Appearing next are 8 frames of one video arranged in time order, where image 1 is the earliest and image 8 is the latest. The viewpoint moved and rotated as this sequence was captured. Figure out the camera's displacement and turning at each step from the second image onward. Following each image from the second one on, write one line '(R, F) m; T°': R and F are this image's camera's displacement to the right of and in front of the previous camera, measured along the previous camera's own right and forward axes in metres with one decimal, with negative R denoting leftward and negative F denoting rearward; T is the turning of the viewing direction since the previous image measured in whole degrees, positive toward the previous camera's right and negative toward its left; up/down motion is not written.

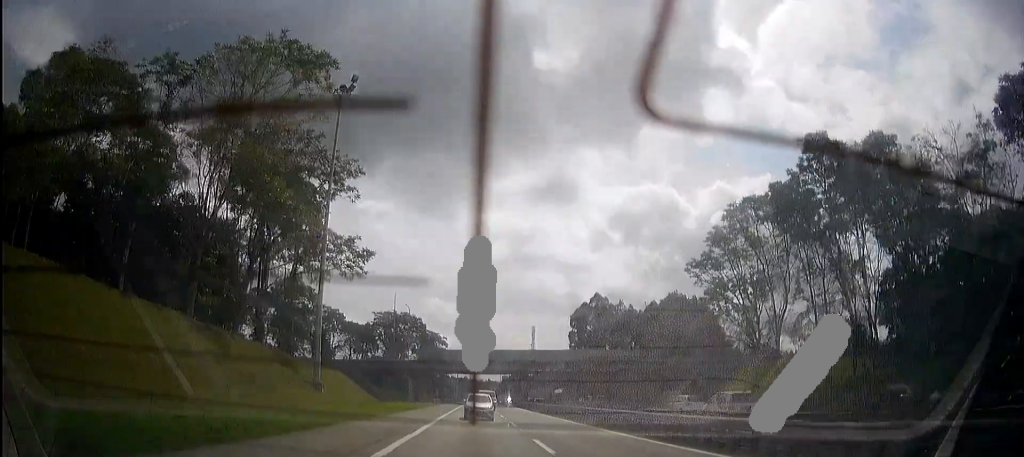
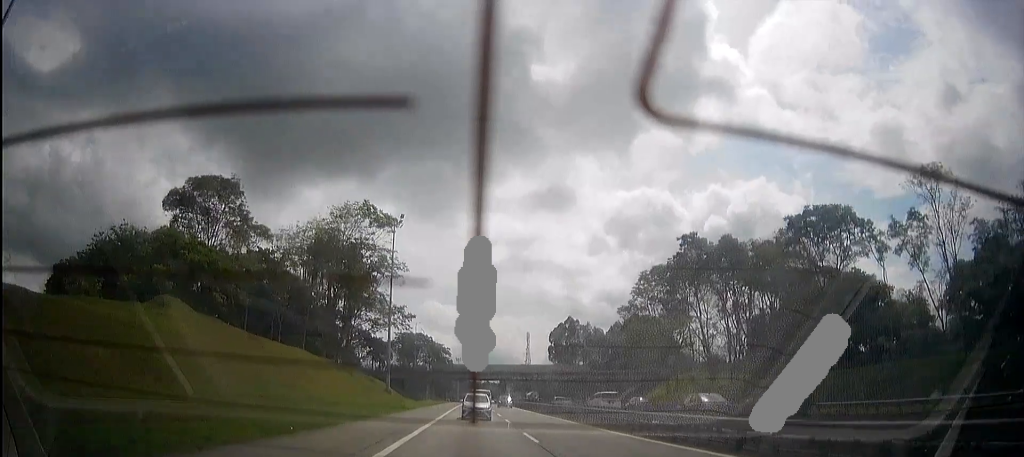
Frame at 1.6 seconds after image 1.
(0.0, +38.3) m; 0°
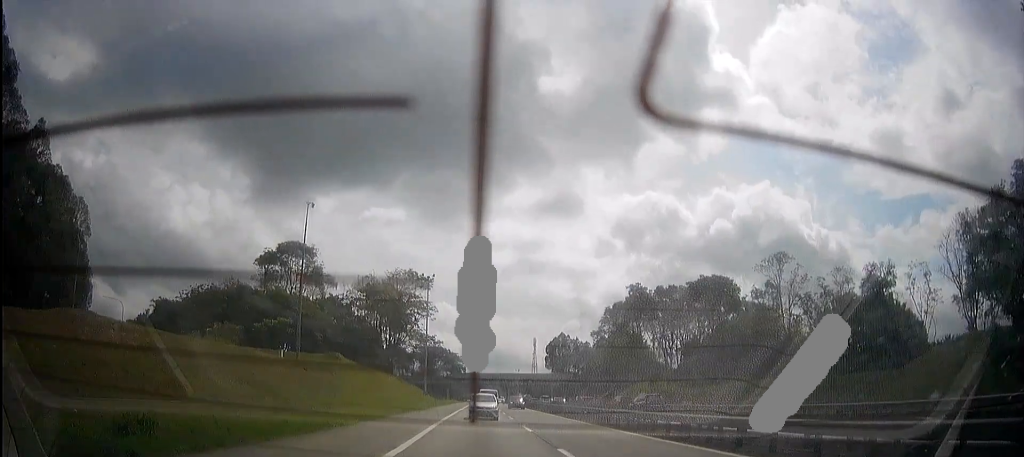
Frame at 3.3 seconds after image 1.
(+0.1, +42.2) m; +1°
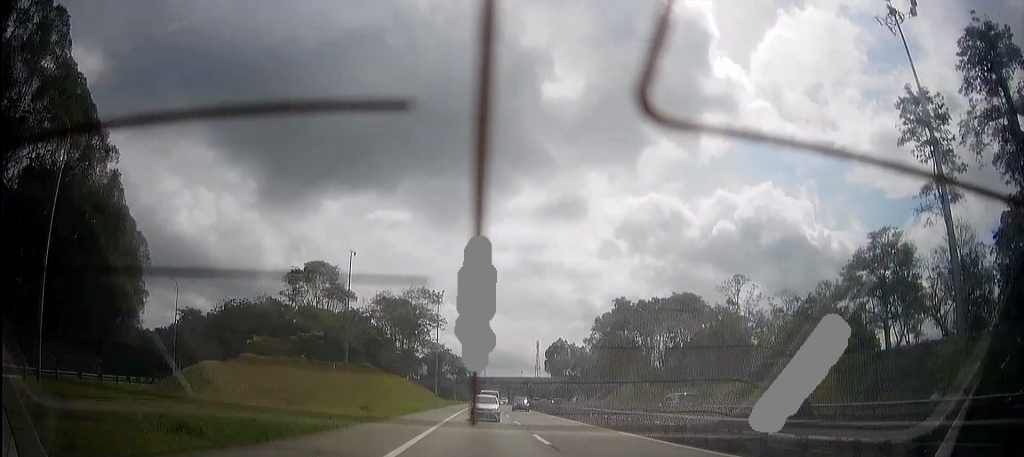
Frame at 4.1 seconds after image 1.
(+0.2, +19.6) m; +1°
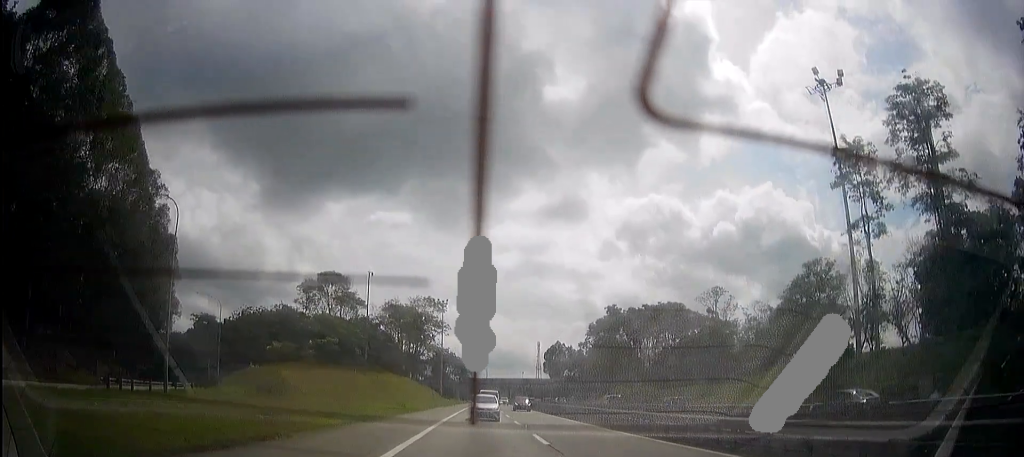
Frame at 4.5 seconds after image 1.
(0.0, +10.8) m; 0°
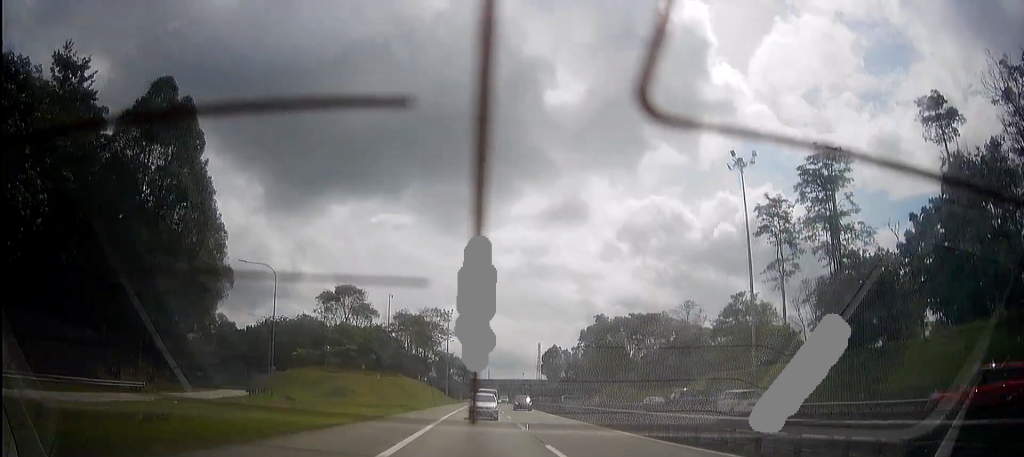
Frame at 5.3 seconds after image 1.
(0.0, +18.7) m; 0°
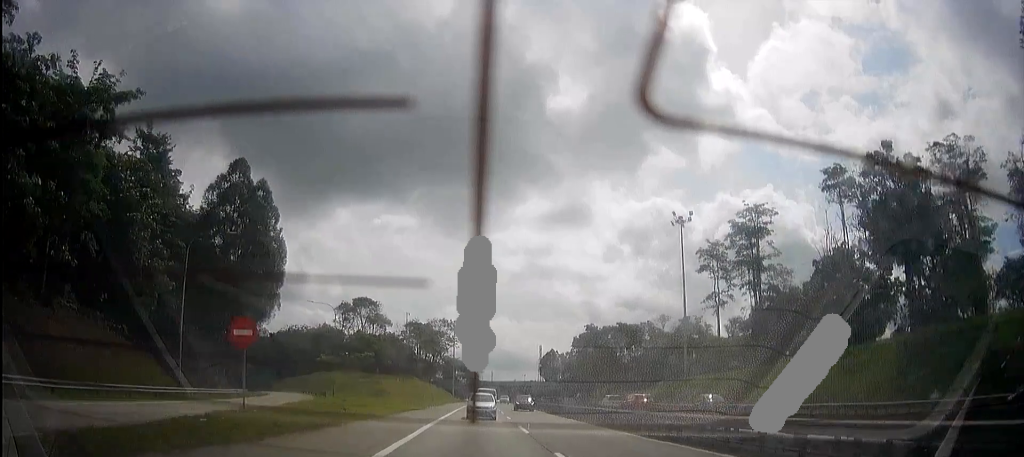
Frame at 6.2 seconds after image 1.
(0.0, +21.6) m; 0°
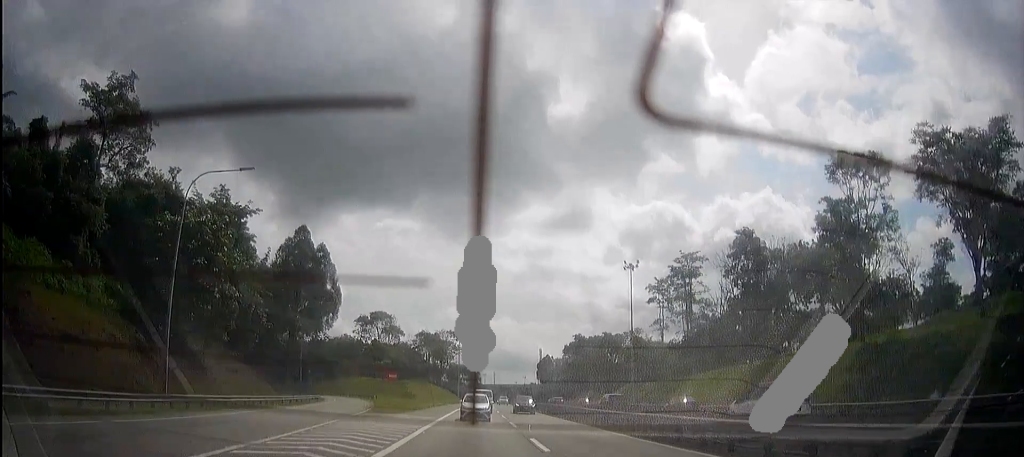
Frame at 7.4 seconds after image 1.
(+0.1, +29.4) m; 0°
